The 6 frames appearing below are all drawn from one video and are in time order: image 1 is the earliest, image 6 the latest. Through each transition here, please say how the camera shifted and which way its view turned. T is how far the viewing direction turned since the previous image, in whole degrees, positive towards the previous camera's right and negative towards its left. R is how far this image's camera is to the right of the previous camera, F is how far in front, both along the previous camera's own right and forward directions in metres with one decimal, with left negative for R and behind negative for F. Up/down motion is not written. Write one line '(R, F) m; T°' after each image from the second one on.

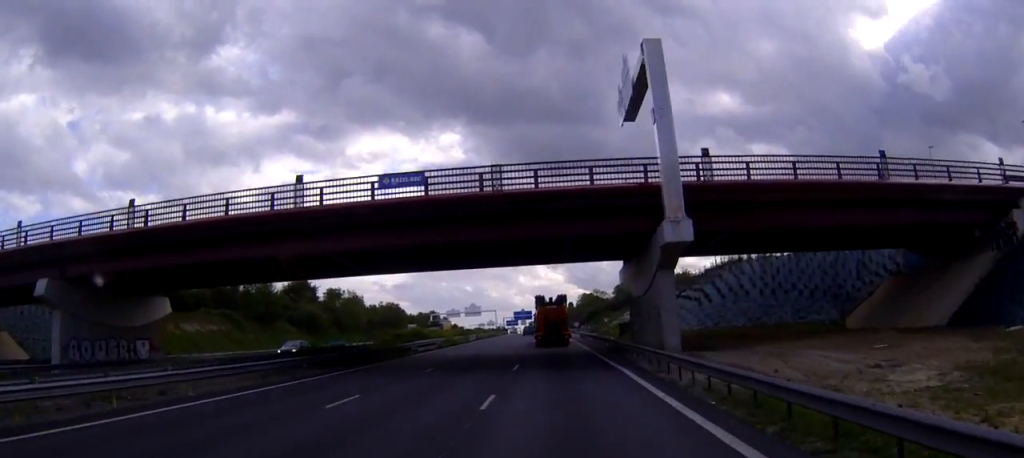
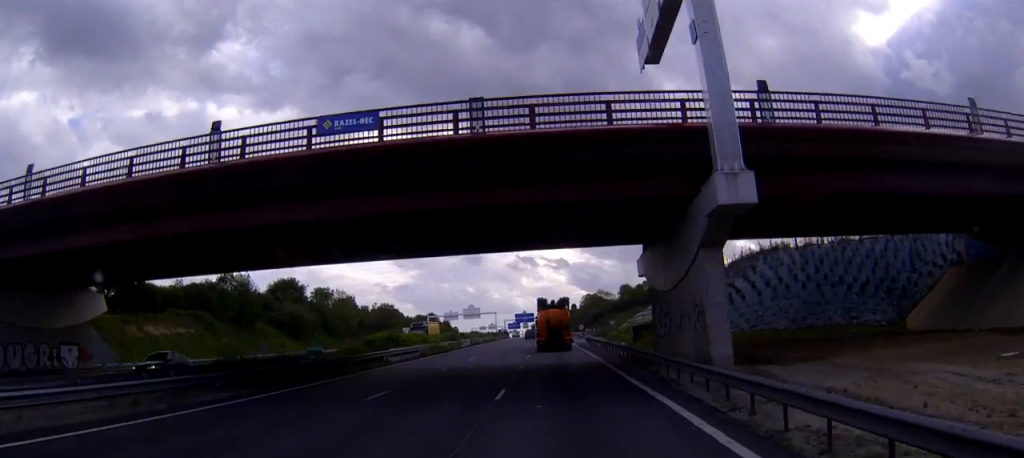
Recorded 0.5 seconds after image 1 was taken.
(0.0, +9.6) m; 0°
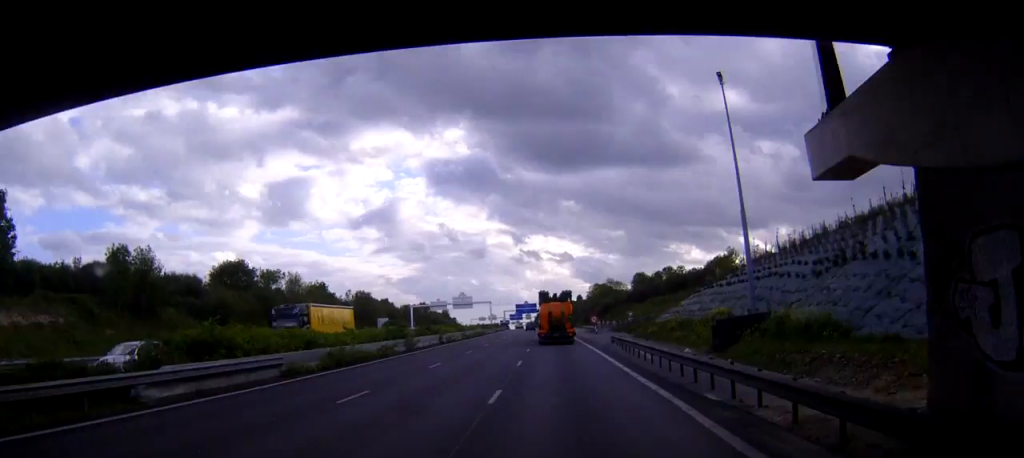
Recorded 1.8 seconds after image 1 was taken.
(-0.1, +28.4) m; 0°
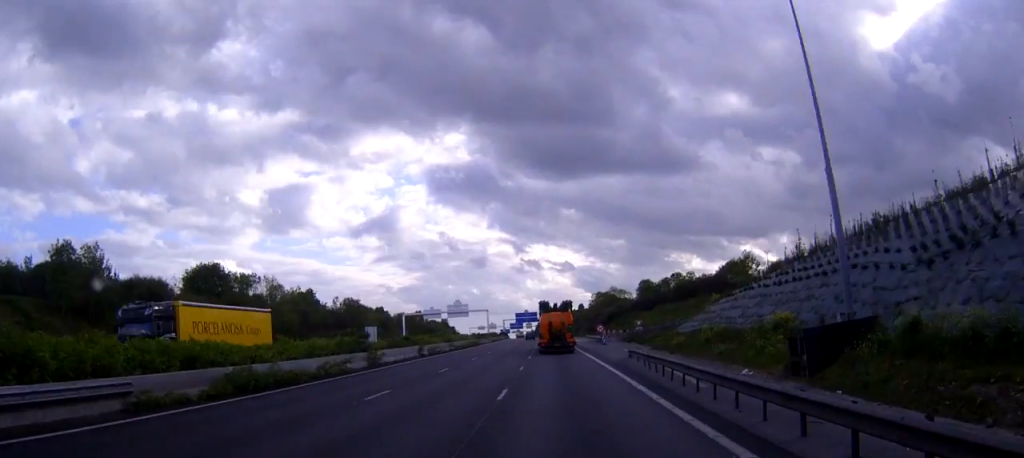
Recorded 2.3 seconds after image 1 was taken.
(0.0, +10.4) m; 0°
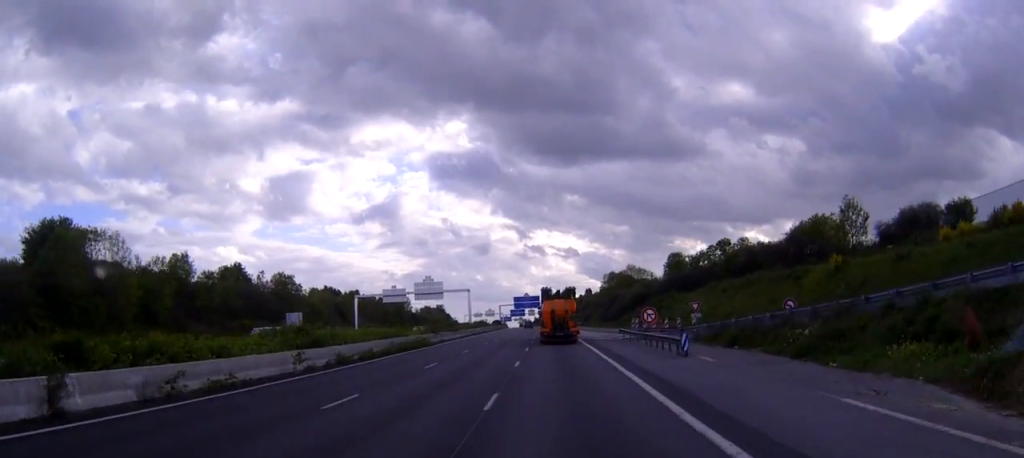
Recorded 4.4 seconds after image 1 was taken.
(-0.3, +42.1) m; -1°
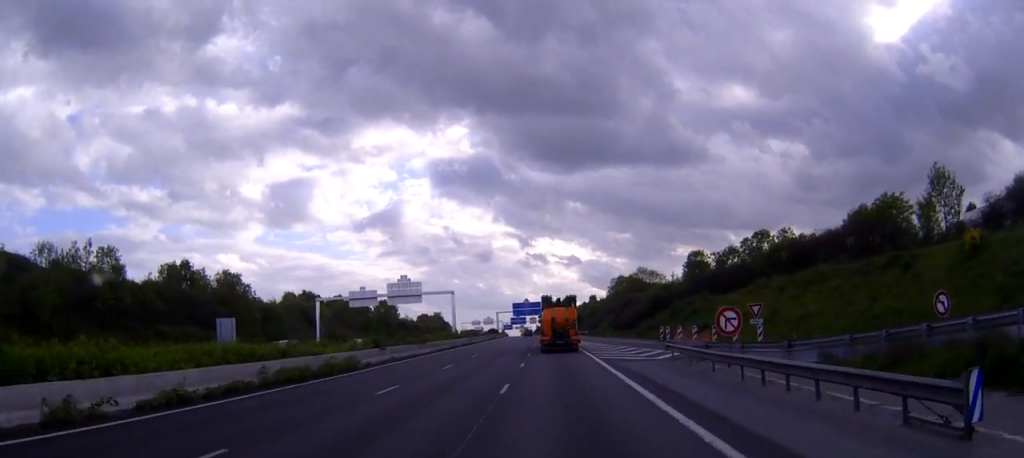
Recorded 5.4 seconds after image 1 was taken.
(-0.1, +20.7) m; 0°
